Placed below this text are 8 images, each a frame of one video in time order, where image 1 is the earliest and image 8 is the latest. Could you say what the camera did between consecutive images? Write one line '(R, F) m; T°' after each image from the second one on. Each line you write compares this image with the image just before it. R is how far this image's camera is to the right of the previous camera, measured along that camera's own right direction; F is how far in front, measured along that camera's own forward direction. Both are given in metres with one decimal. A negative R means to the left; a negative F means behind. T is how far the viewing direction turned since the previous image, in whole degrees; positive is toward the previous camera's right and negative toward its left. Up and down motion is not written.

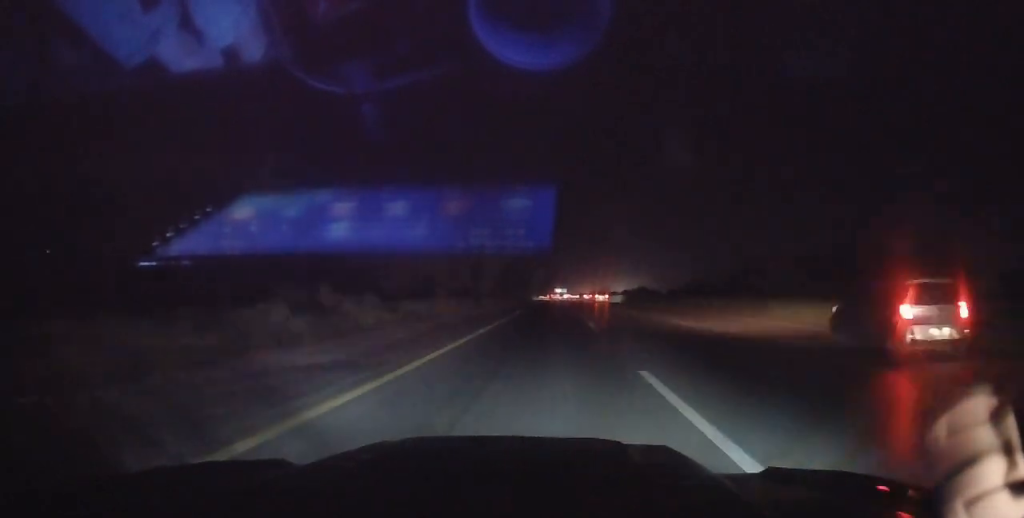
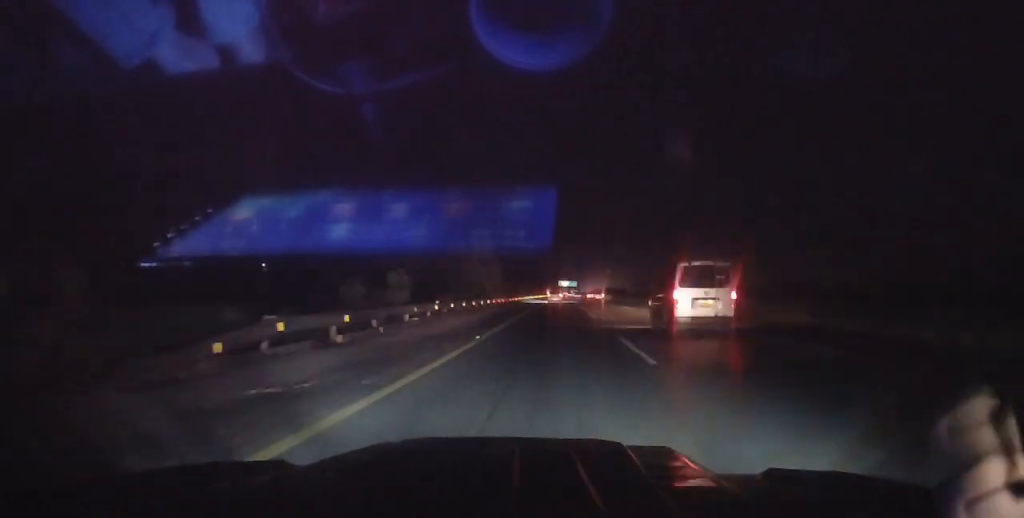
(-0.5, +175.6) m; 0°
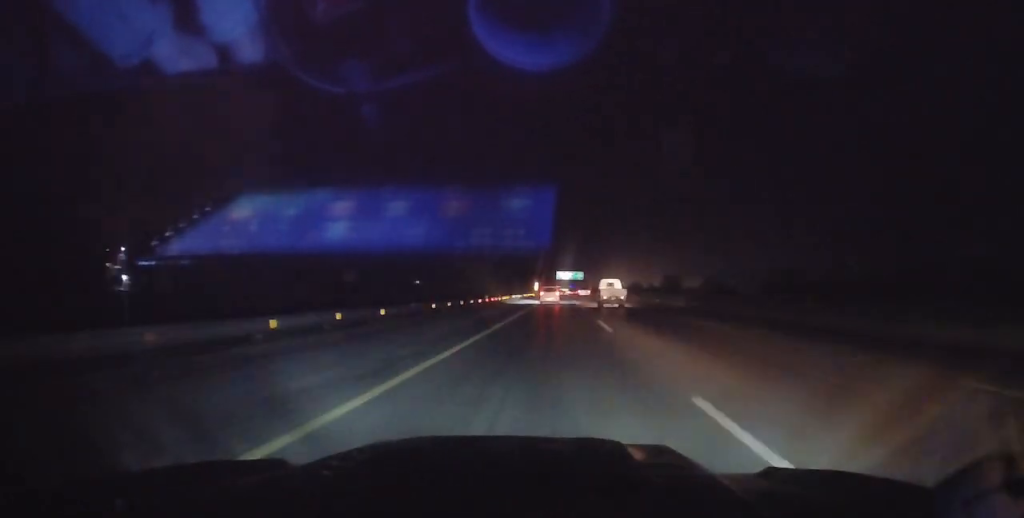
(0.0, +118.9) m; 0°
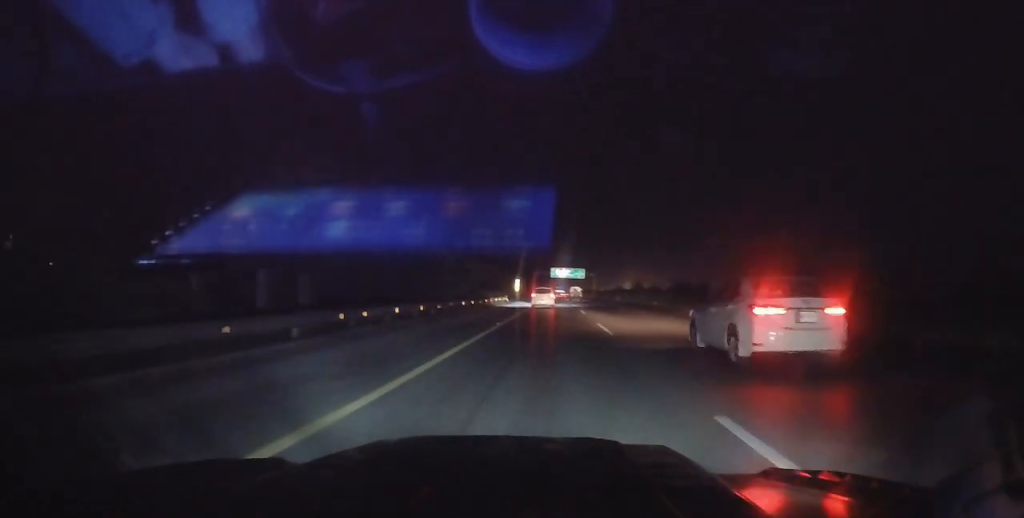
(0.0, +57.5) m; 0°
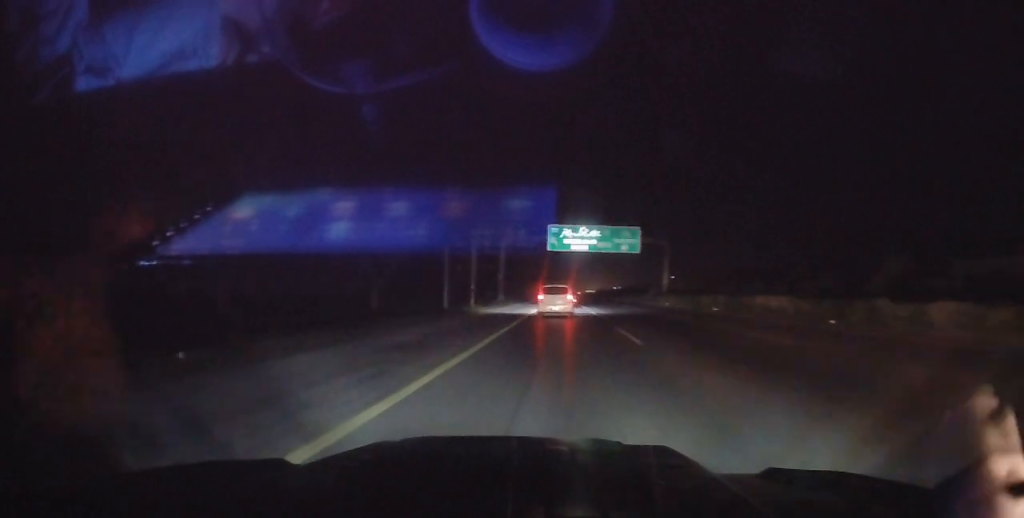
(0.0, +134.3) m; 0°
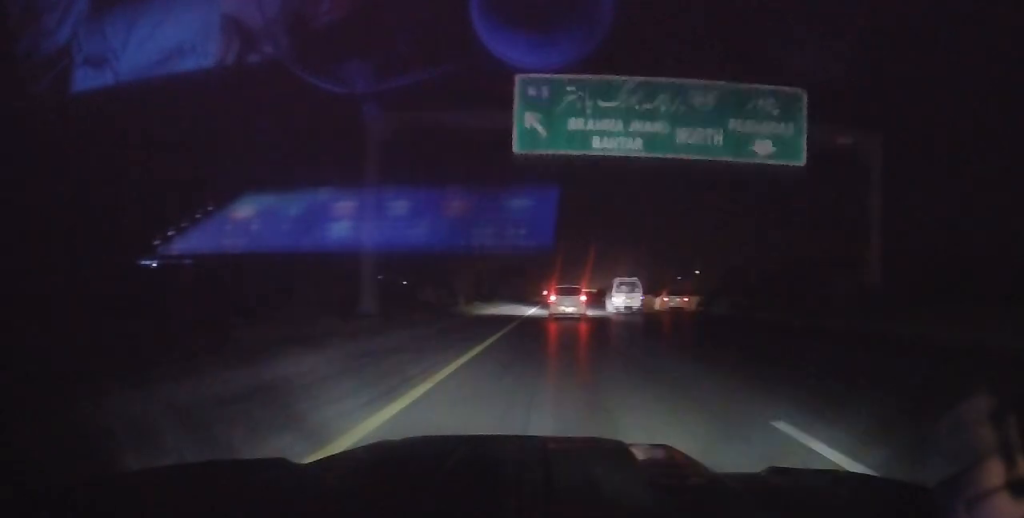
(-0.3, +54.7) m; 0°
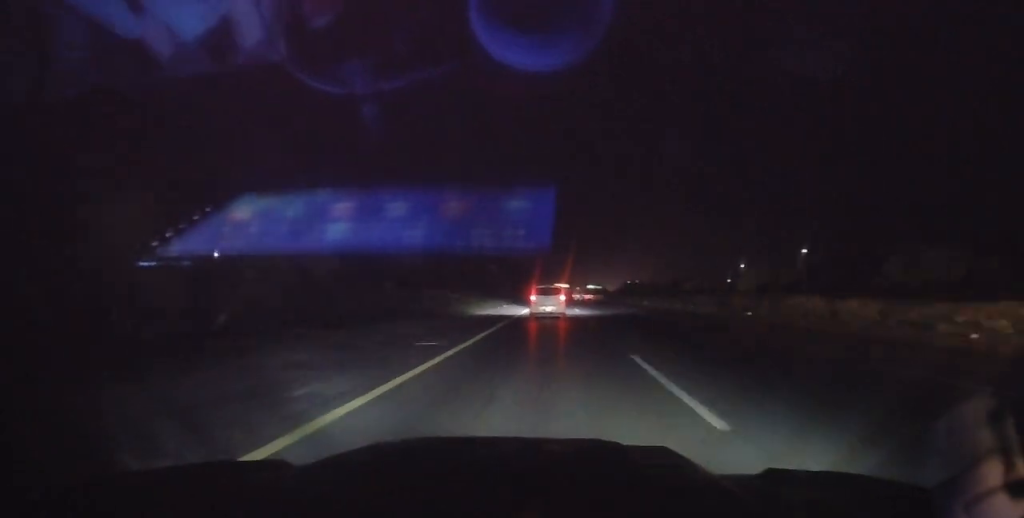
(+0.4, +86.2) m; 0°
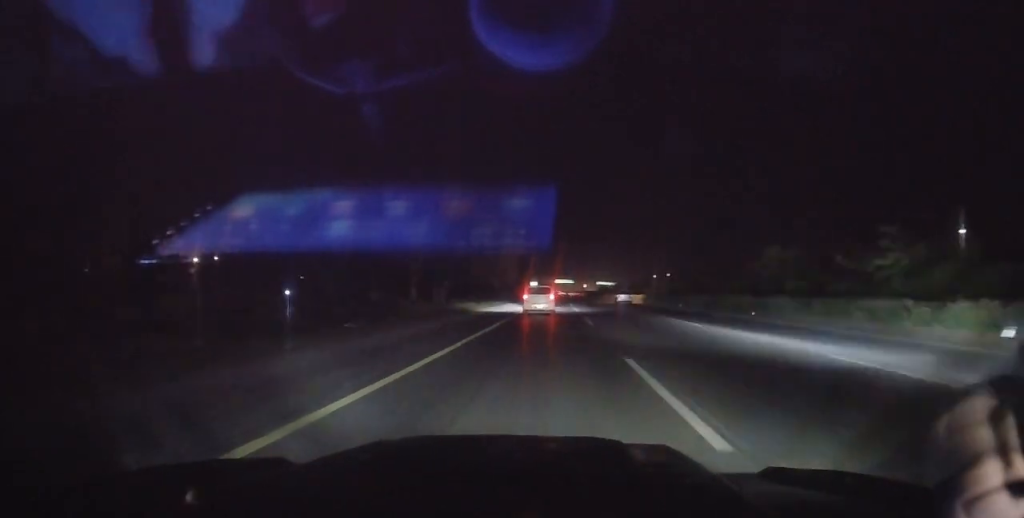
(+0.2, +90.2) m; 0°
